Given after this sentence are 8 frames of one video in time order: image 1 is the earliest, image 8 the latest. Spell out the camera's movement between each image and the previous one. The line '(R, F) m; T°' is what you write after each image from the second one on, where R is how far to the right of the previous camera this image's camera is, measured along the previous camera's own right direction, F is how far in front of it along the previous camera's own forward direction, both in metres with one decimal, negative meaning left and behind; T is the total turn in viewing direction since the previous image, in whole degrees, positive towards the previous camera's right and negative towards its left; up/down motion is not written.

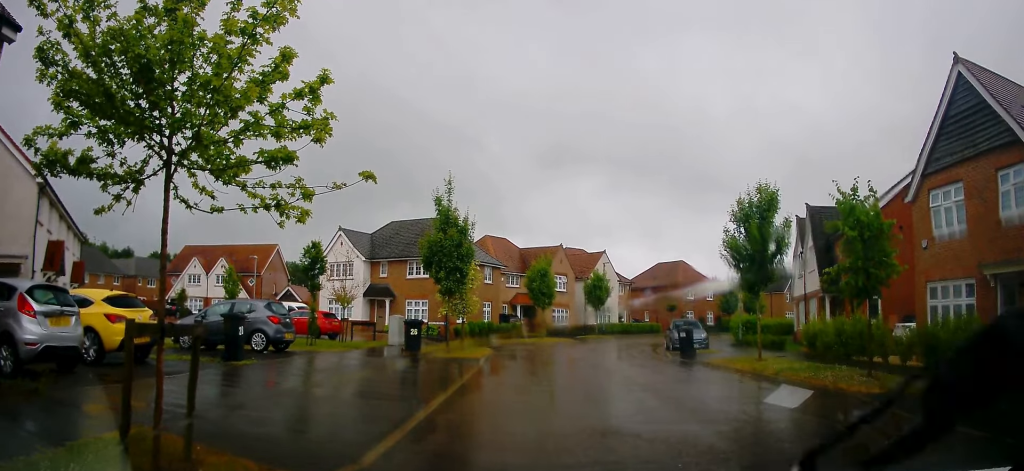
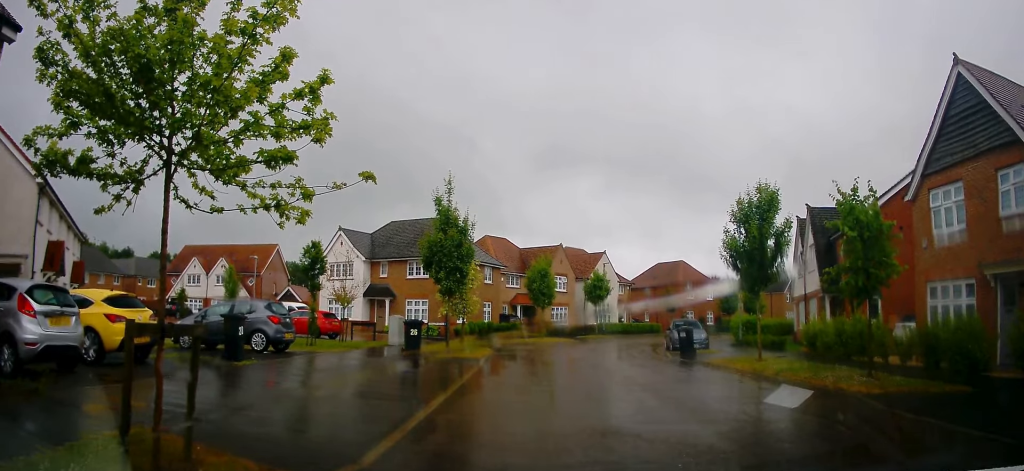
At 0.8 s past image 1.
(0.0, 0.0) m; 0°
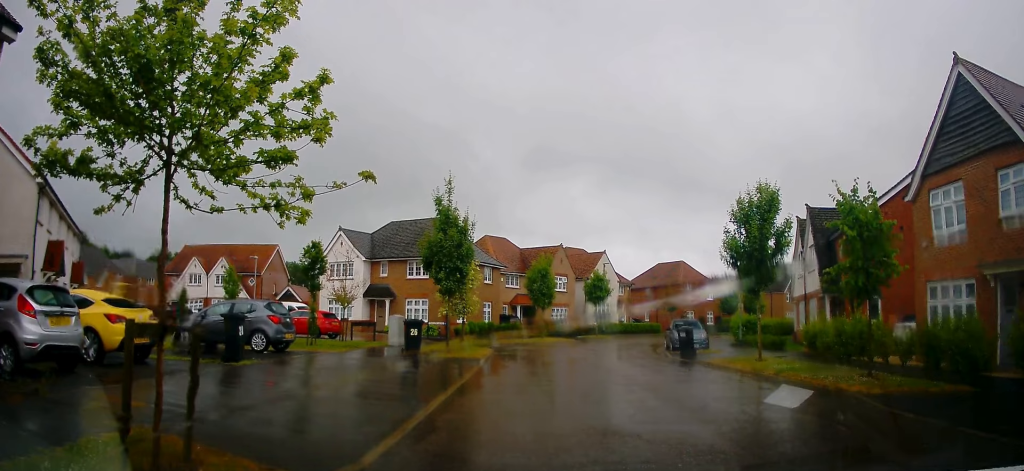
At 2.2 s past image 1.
(0.0, 0.0) m; 0°
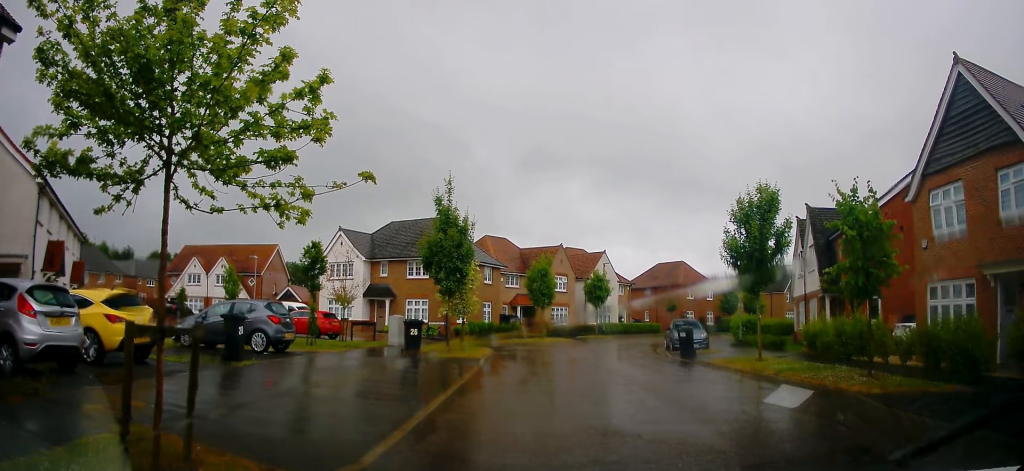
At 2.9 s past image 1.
(0.0, 0.0) m; 0°
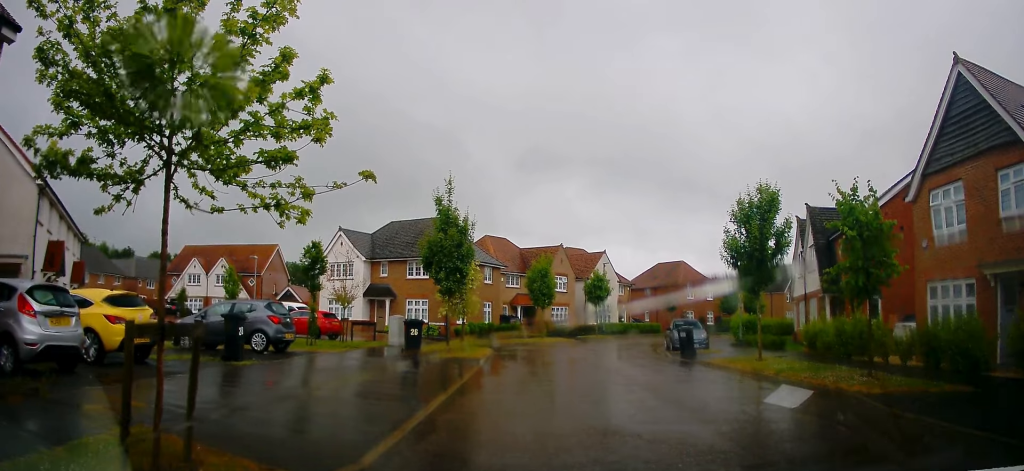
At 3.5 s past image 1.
(0.0, 0.0) m; 0°
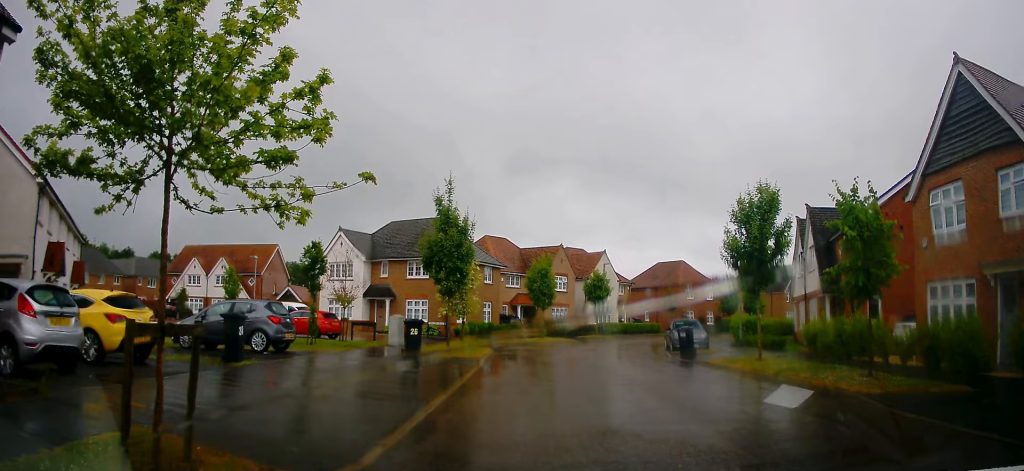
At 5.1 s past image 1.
(0.0, 0.0) m; 0°
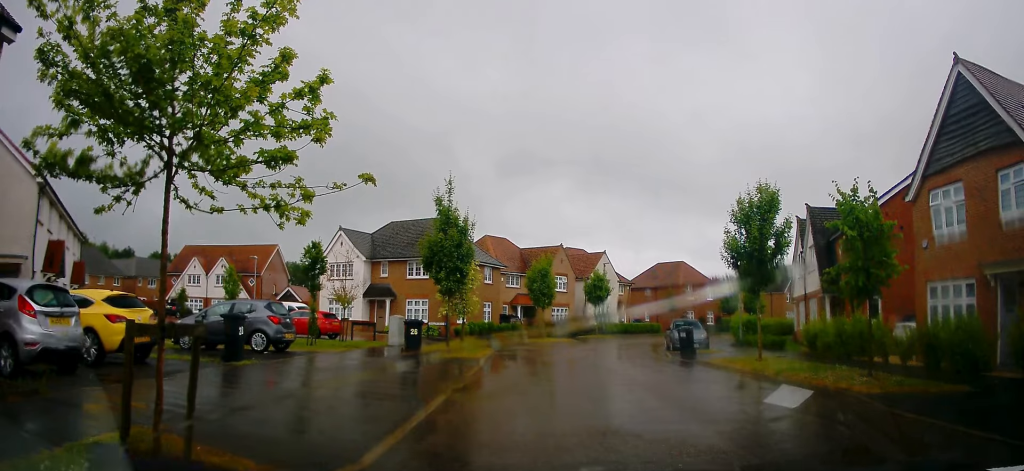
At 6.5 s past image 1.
(0.0, 0.0) m; 0°
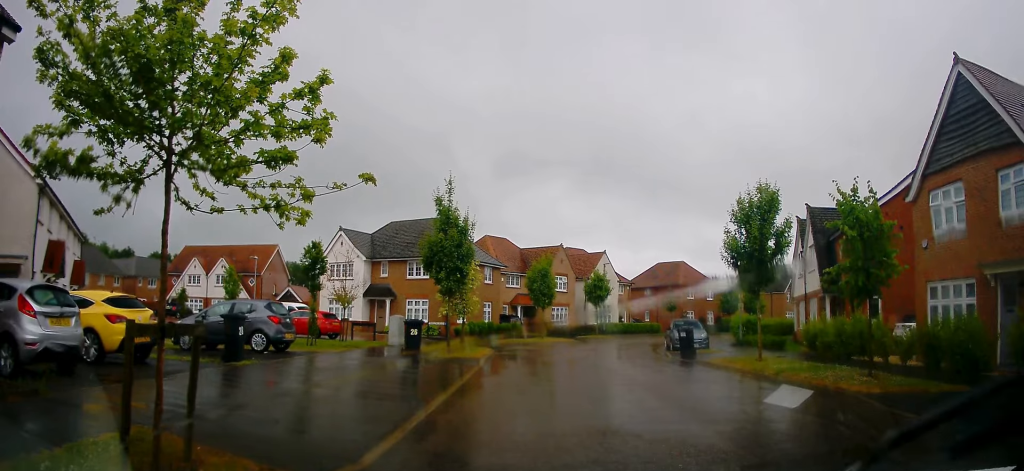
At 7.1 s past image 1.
(0.0, 0.0) m; 0°
